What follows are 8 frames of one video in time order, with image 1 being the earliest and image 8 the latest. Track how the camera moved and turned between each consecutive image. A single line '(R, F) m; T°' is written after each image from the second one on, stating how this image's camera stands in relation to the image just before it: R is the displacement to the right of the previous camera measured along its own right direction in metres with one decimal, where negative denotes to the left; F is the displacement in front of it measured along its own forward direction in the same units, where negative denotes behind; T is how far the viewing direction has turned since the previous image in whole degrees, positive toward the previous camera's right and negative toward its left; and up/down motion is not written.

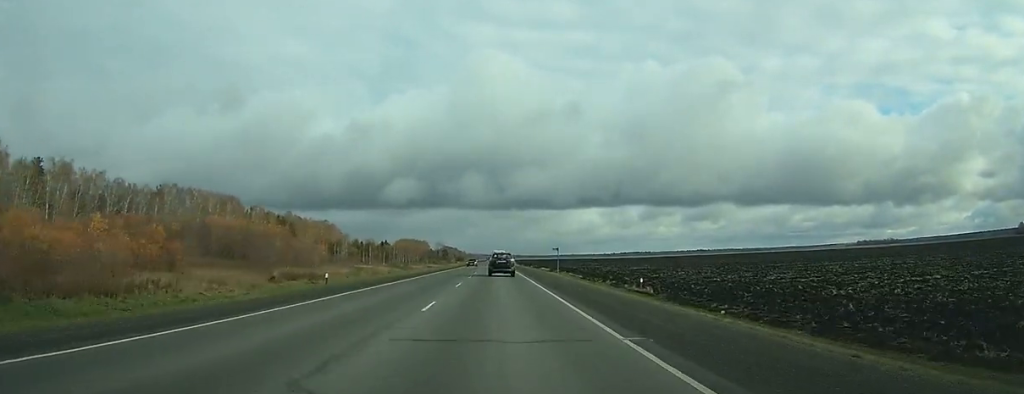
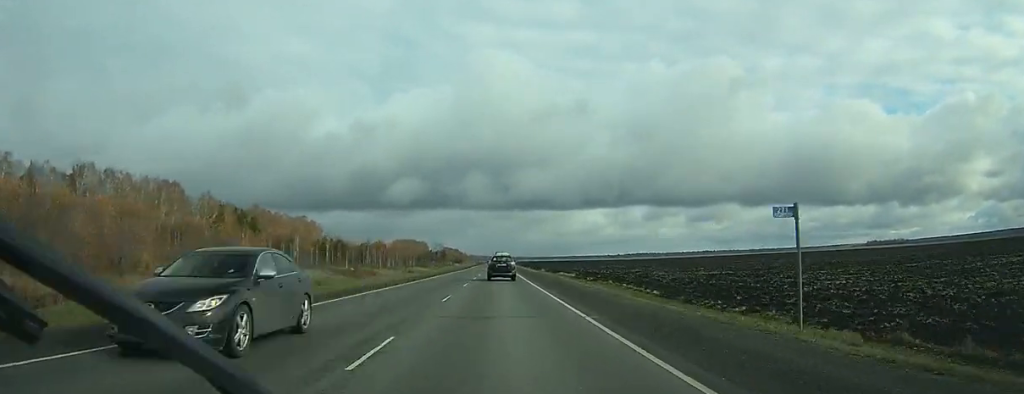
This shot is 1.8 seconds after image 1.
(0.0, +42.0) m; 0°
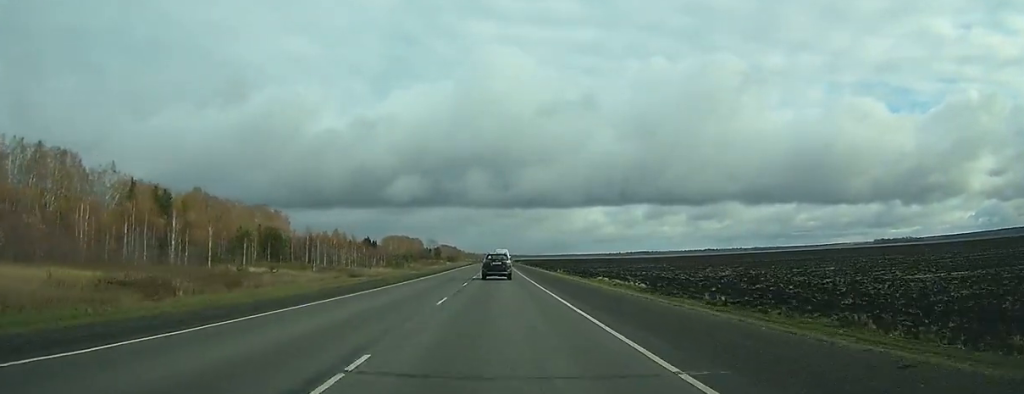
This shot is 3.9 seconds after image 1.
(+0.1, +47.3) m; 0°
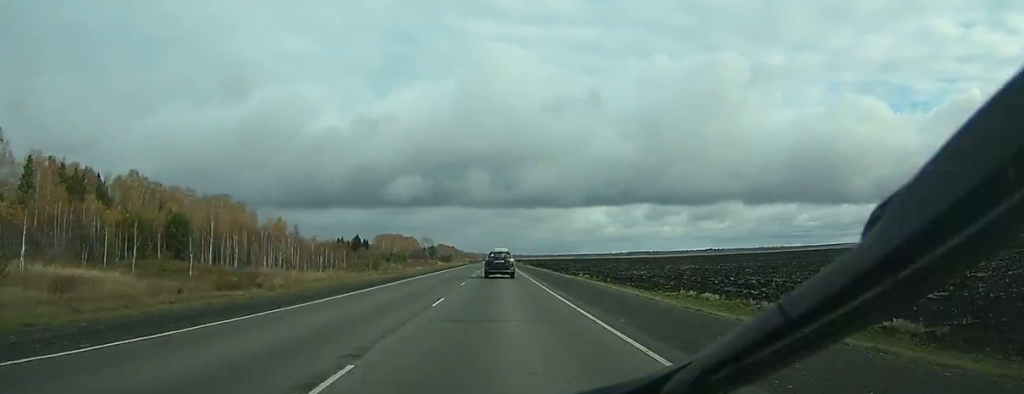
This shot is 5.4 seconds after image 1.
(+0.1, +37.3) m; 0°
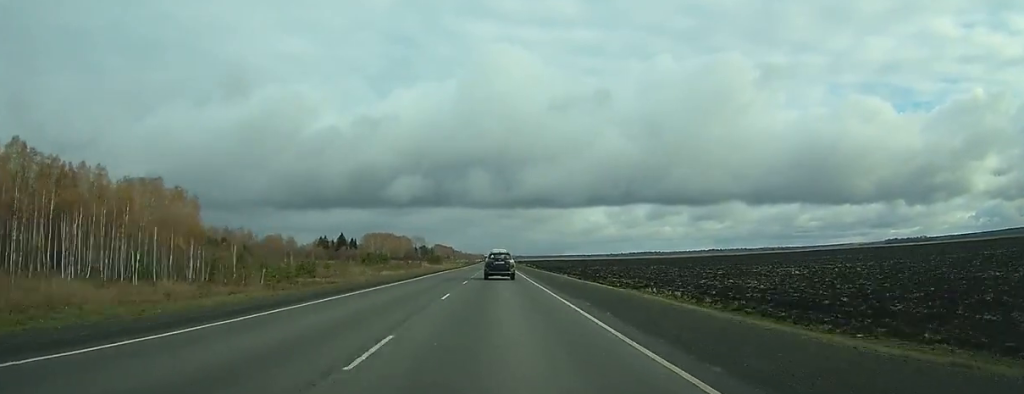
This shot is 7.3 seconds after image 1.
(0.0, +46.9) m; 0°
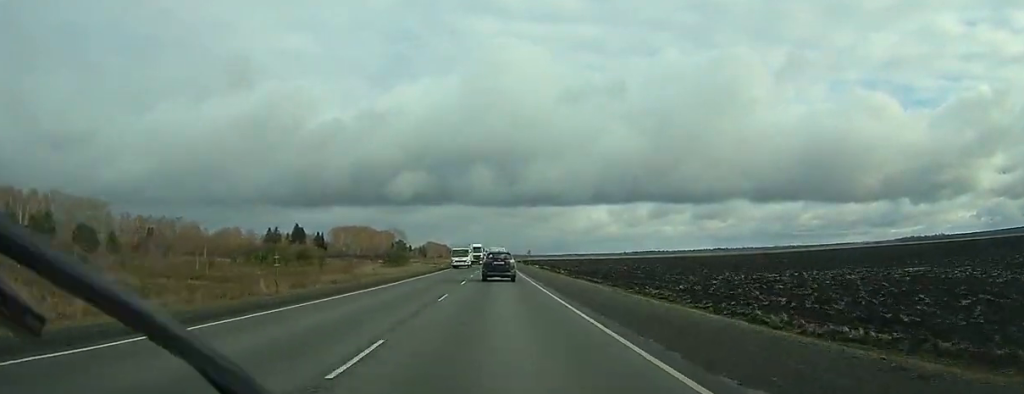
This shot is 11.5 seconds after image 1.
(+0.3, +95.6) m; 0°
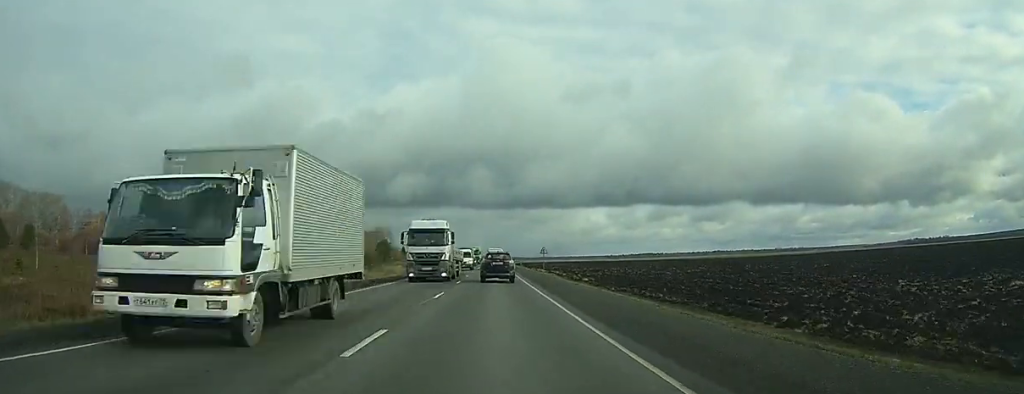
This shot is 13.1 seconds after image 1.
(-0.1, +33.2) m; 0°
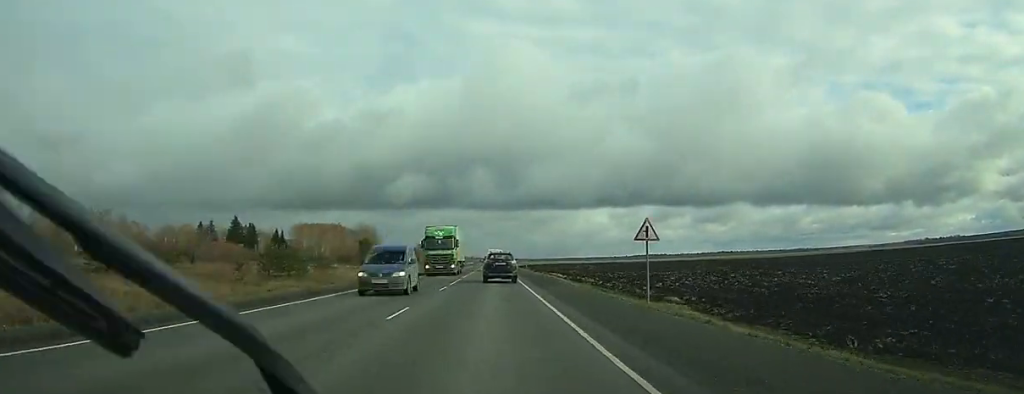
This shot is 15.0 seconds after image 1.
(-0.1, +43.2) m; 0°
